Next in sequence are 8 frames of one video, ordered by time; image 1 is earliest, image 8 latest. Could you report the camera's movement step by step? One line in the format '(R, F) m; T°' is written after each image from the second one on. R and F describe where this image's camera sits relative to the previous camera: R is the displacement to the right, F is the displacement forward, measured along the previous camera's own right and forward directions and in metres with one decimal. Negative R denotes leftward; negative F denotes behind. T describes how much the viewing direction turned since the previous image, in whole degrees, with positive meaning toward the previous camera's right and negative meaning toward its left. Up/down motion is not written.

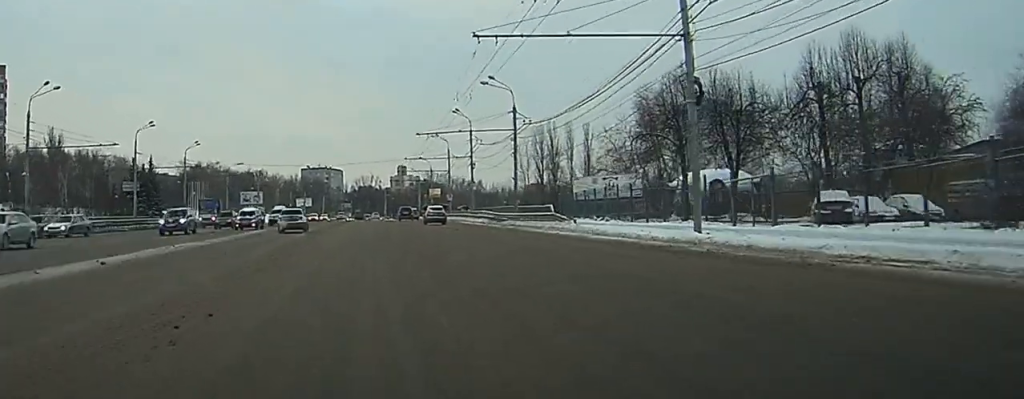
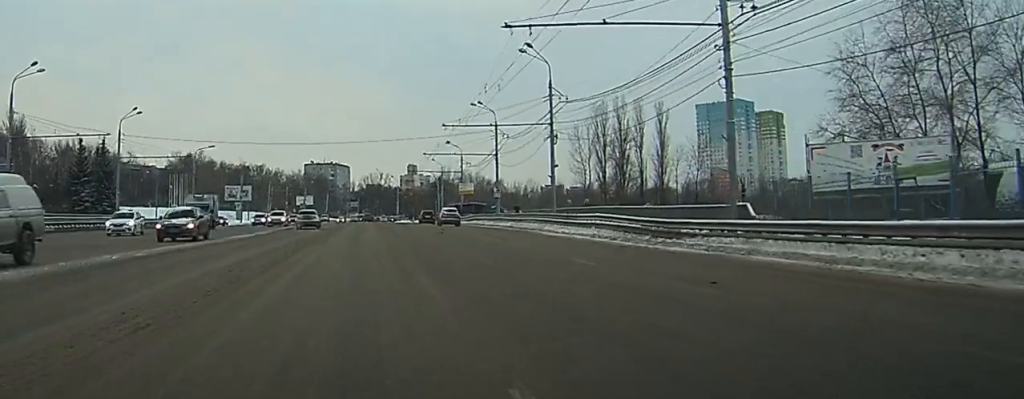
(-0.3, +38.0) m; -1°
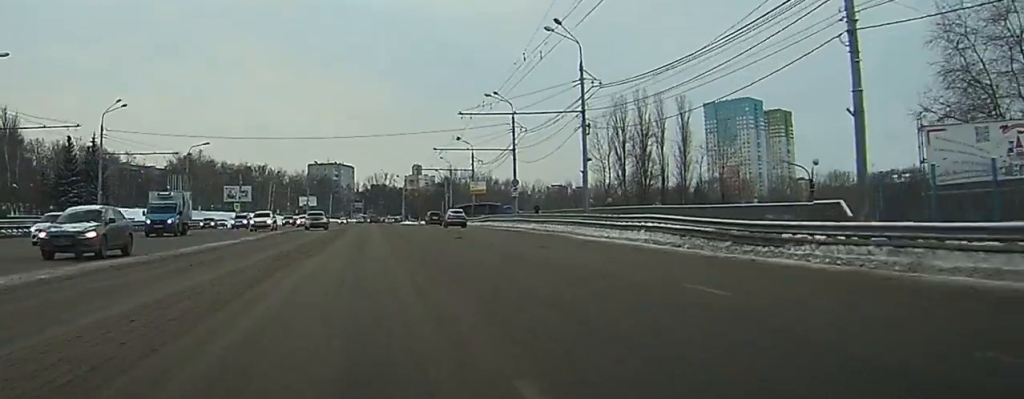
(0.0, +7.6) m; 0°
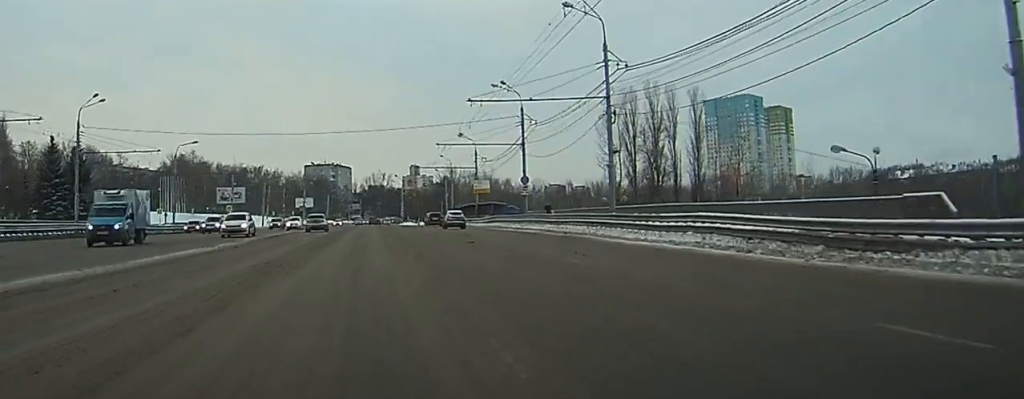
(0.0, +6.2) m; 0°
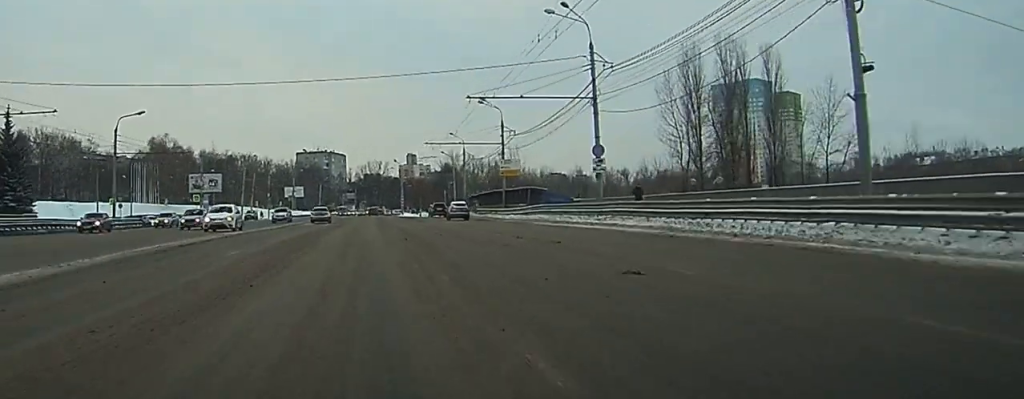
(0.0, +26.0) m; -1°
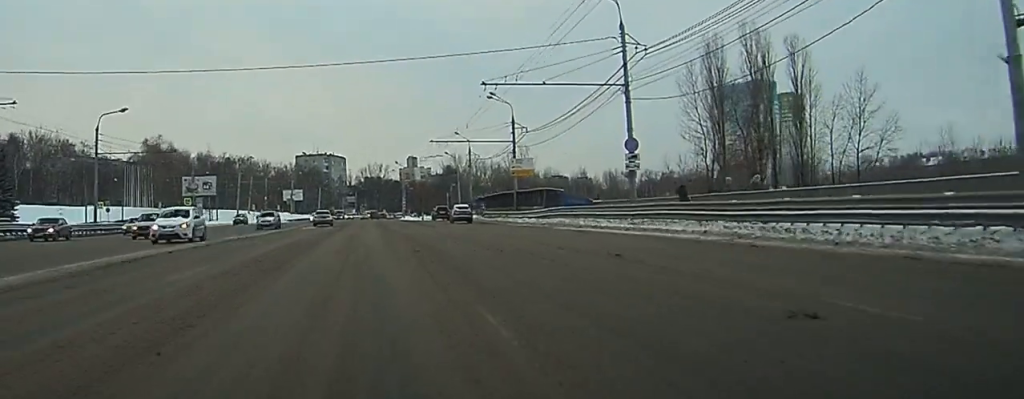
(0.0, +6.9) m; 0°
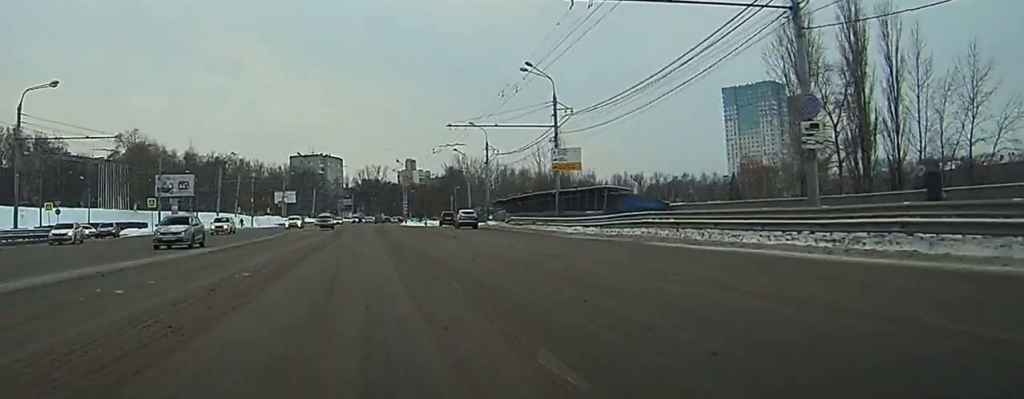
(-0.3, +21.6) m; -3°
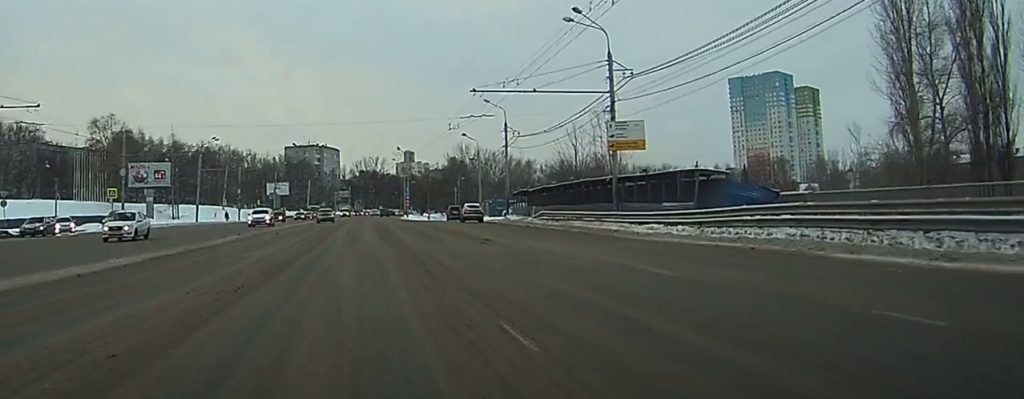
(-0.6, +19.0) m; -2°
